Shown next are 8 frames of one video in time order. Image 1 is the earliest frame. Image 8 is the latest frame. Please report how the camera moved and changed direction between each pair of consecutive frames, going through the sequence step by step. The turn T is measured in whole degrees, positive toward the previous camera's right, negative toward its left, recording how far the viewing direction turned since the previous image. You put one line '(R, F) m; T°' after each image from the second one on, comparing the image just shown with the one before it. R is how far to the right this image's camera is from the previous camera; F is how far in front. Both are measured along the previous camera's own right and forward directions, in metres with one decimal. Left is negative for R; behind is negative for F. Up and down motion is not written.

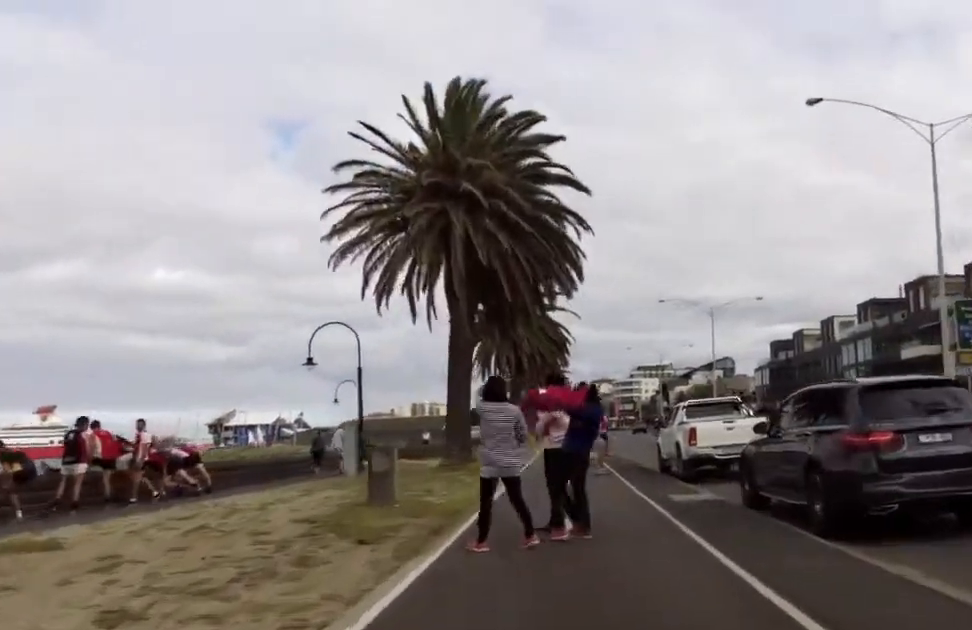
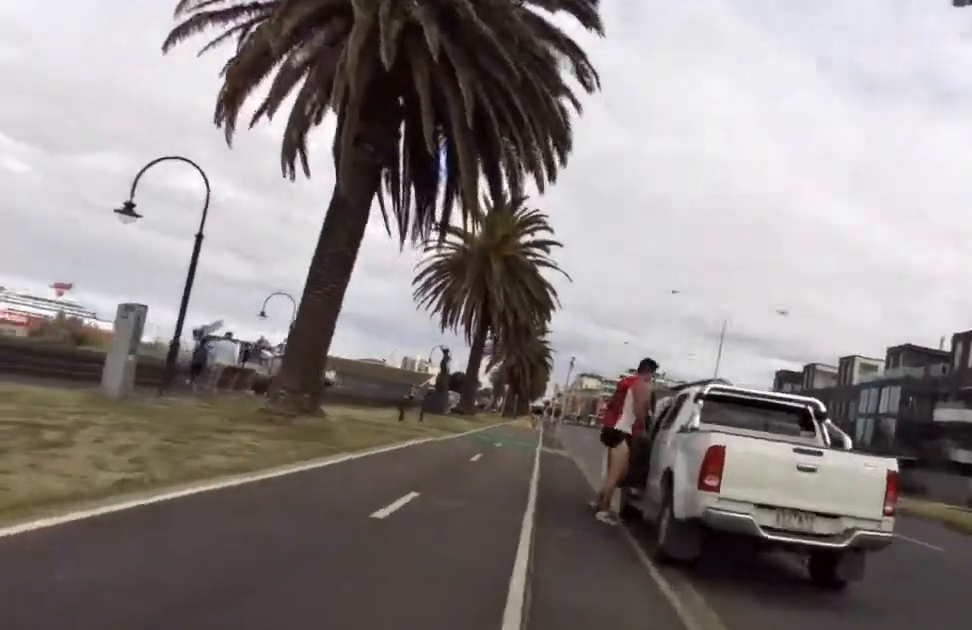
(+0.5, +8.9) m; +2°
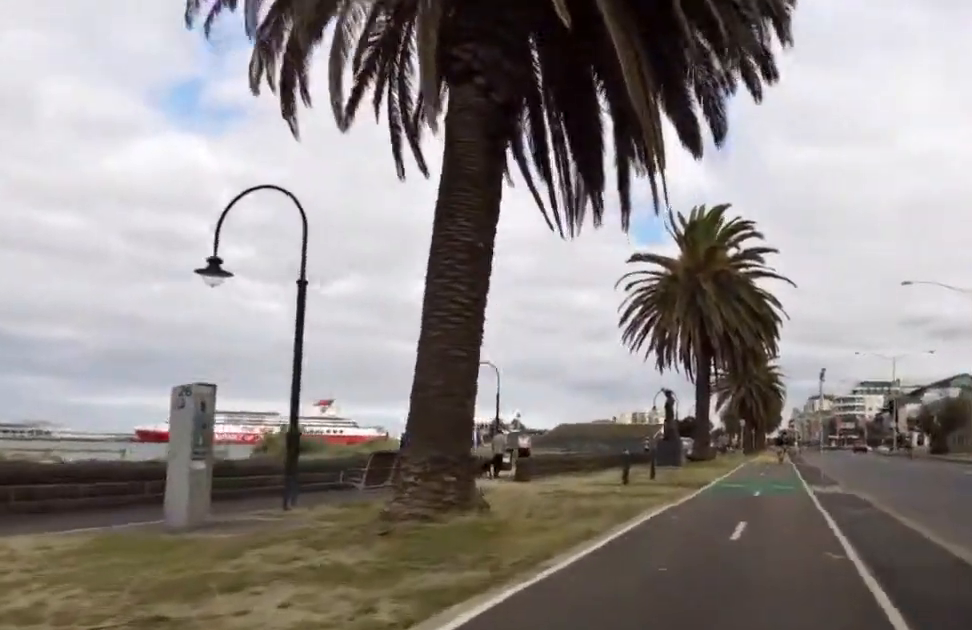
(+0.1, +5.0) m; -17°
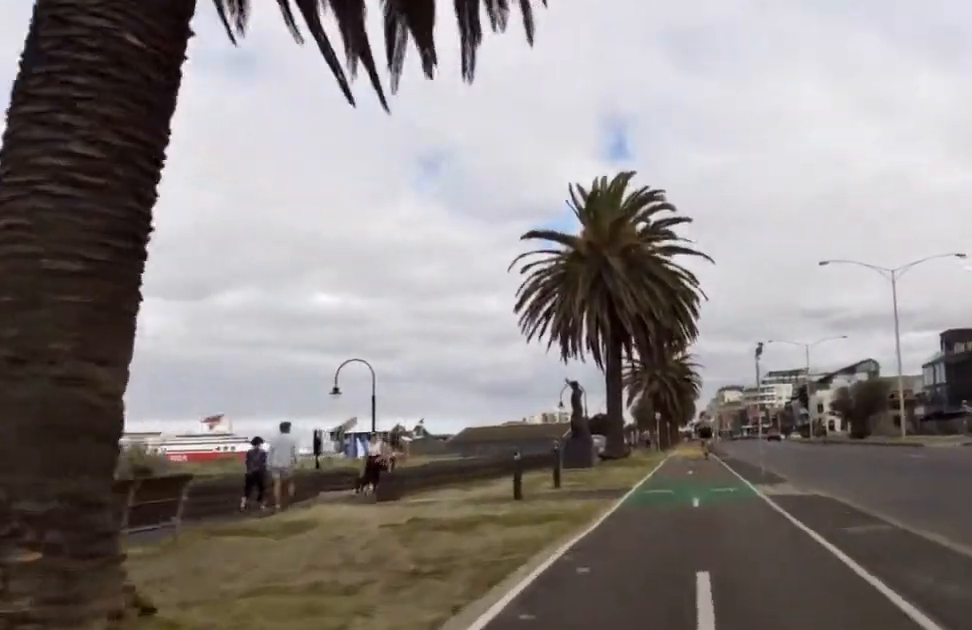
(-1.9, +4.2) m; -4°
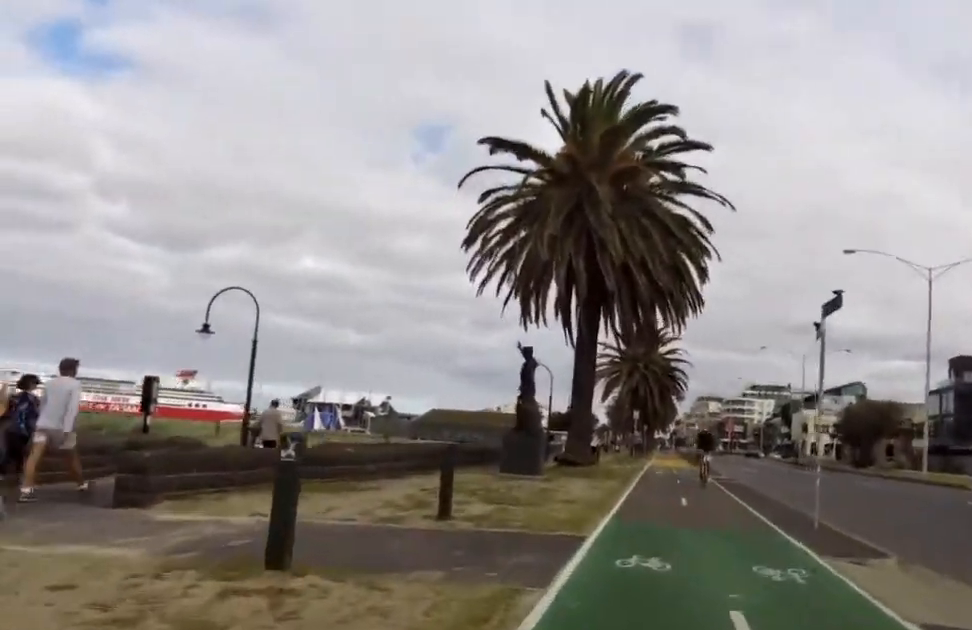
(+2.2, +8.4) m; +14°
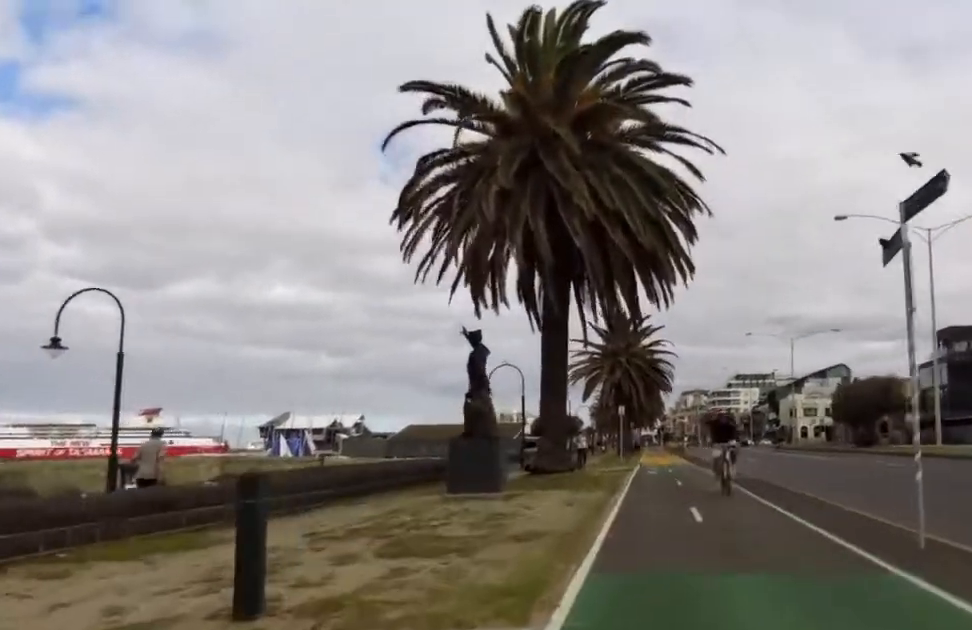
(-0.2, +4.5) m; -2°
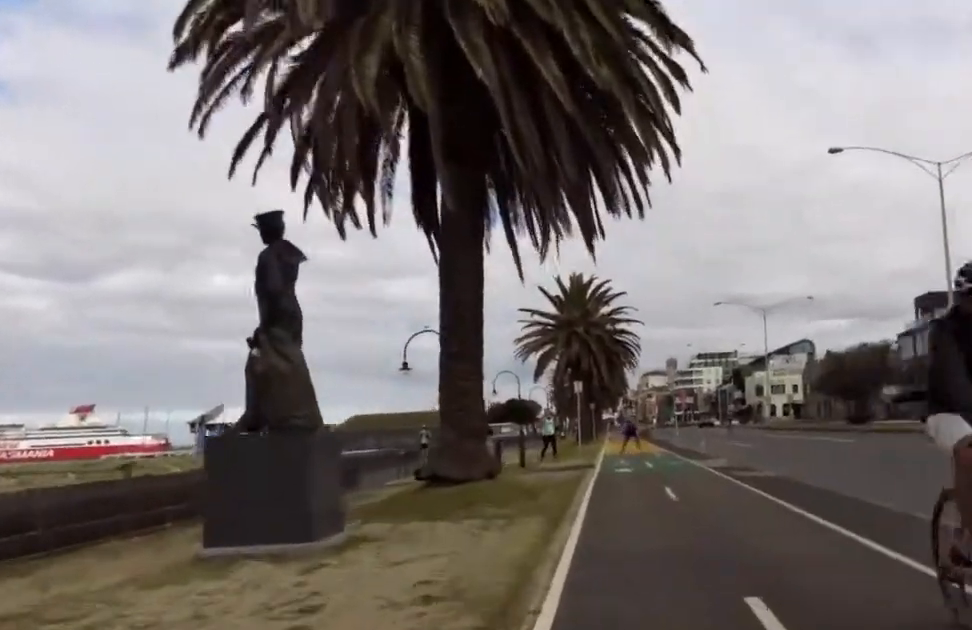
(-0.2, +7.4) m; +1°
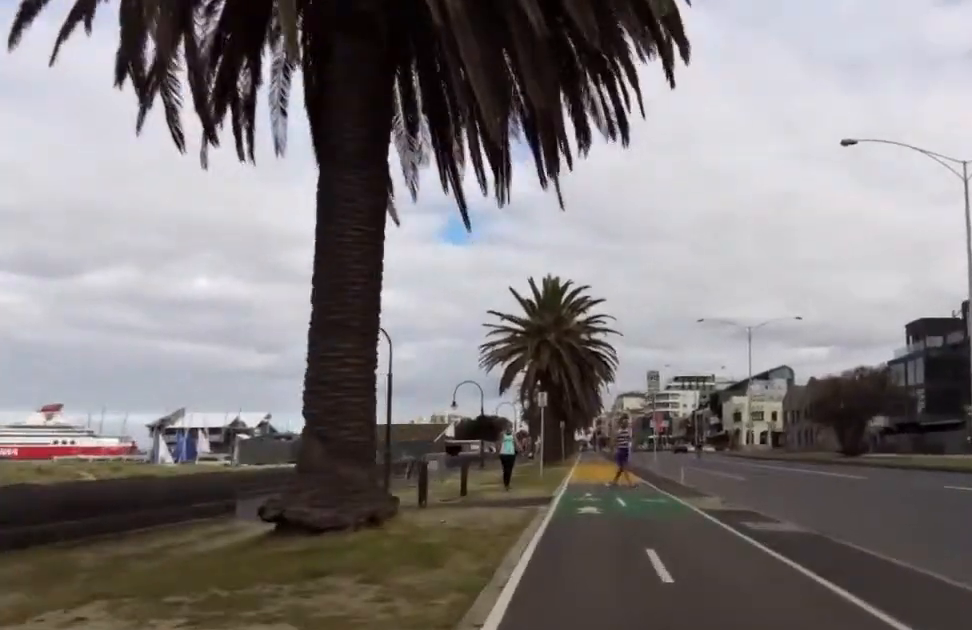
(+0.1, +4.3) m; +1°
